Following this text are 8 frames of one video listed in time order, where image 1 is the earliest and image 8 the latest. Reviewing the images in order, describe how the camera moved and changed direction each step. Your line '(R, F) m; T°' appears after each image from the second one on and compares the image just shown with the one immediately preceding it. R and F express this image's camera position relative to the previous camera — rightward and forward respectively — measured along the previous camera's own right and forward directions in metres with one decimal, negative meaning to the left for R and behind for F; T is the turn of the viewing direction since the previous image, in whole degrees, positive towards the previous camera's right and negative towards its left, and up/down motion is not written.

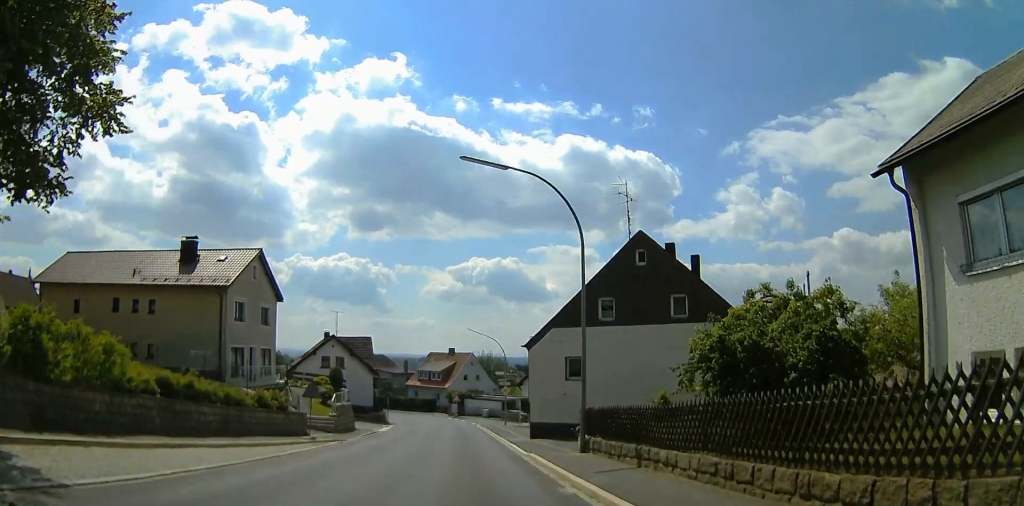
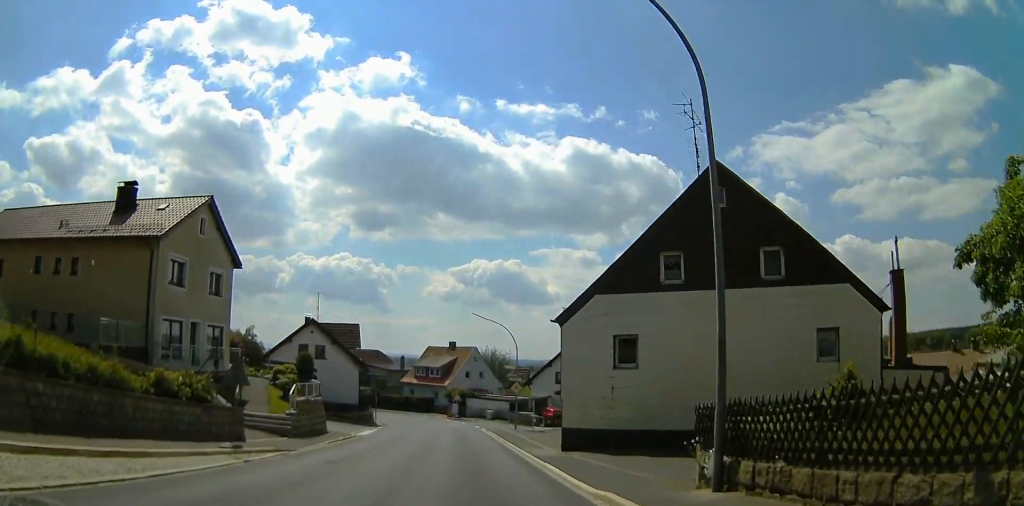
(0.0, +9.1) m; +2°
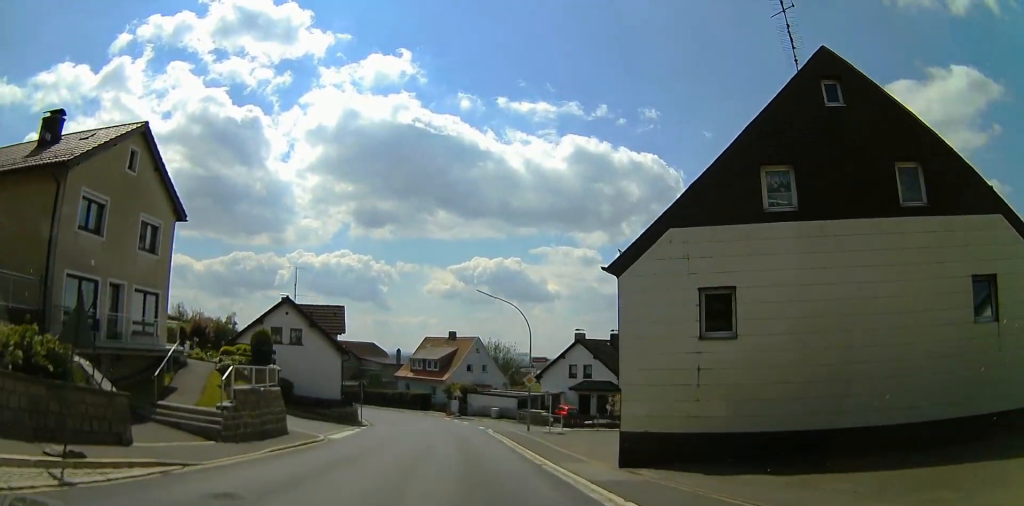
(-0.1, +8.2) m; +2°
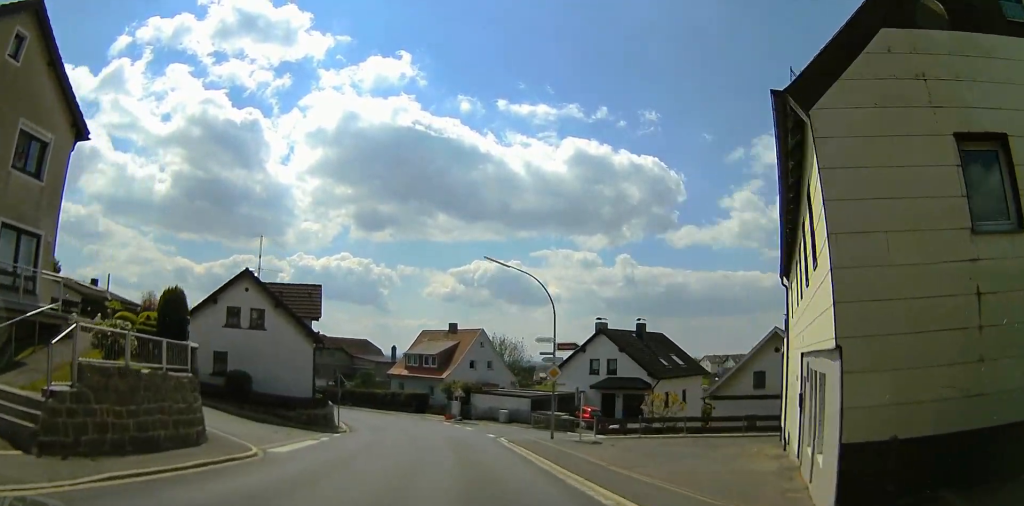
(+0.5, +9.6) m; 0°
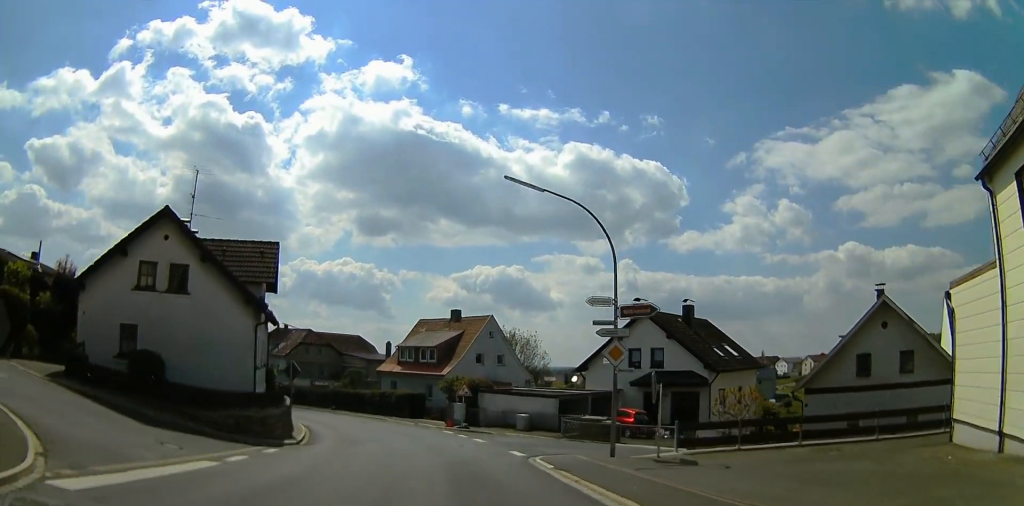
(-0.4, +11.8) m; -2°
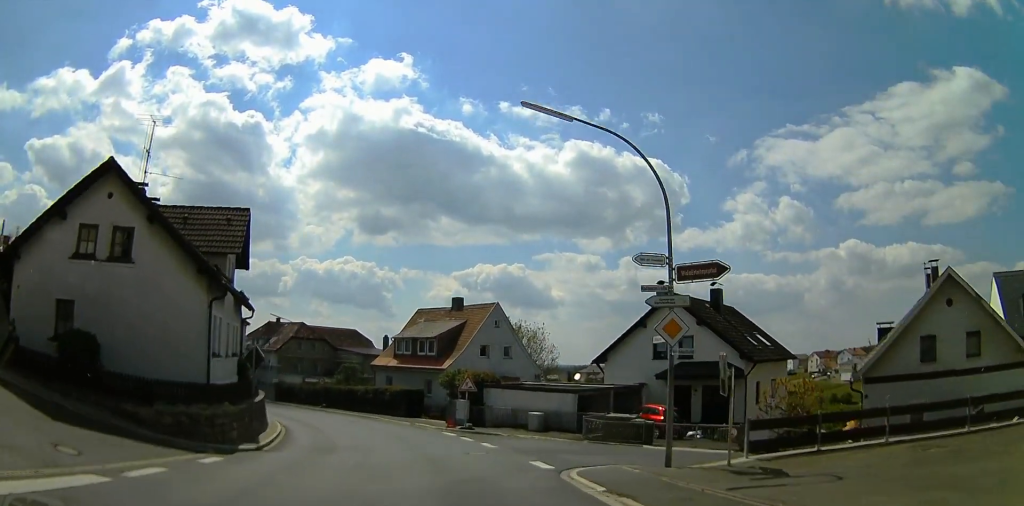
(0.0, +4.8) m; 0°
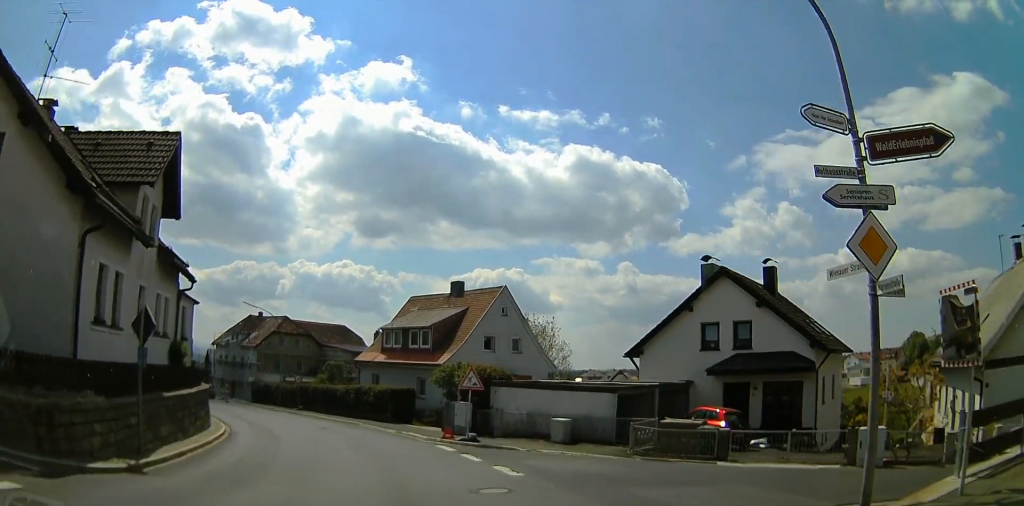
(+0.1, +7.5) m; +2°
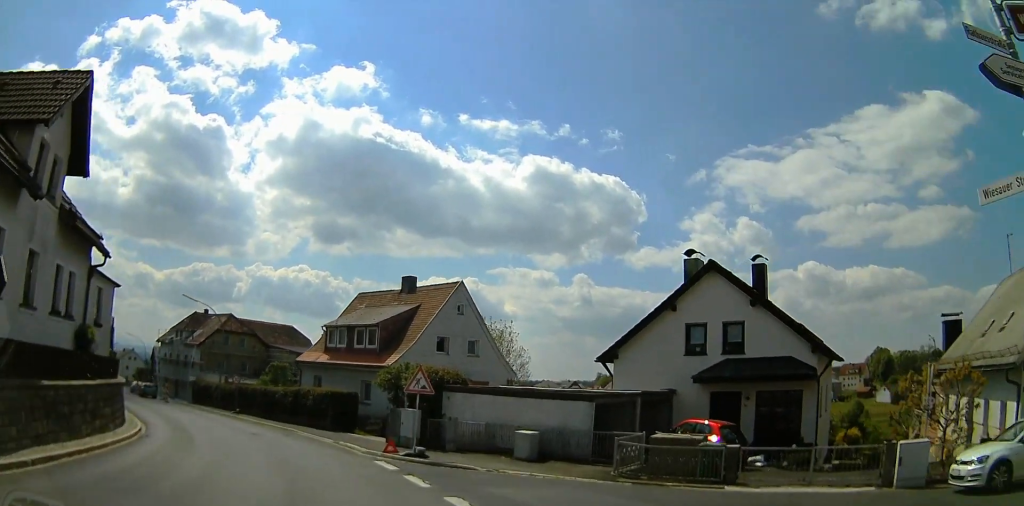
(+0.1, +4.5) m; +1°
